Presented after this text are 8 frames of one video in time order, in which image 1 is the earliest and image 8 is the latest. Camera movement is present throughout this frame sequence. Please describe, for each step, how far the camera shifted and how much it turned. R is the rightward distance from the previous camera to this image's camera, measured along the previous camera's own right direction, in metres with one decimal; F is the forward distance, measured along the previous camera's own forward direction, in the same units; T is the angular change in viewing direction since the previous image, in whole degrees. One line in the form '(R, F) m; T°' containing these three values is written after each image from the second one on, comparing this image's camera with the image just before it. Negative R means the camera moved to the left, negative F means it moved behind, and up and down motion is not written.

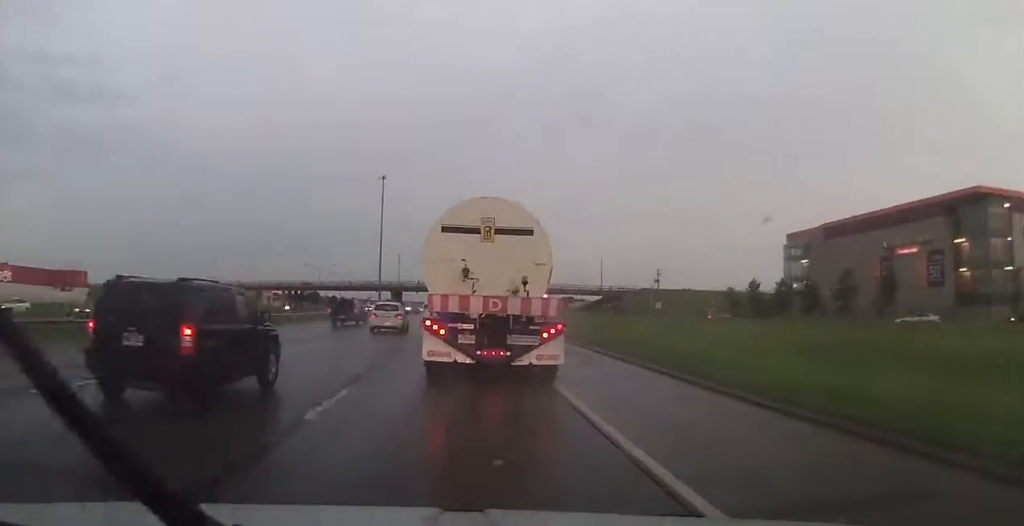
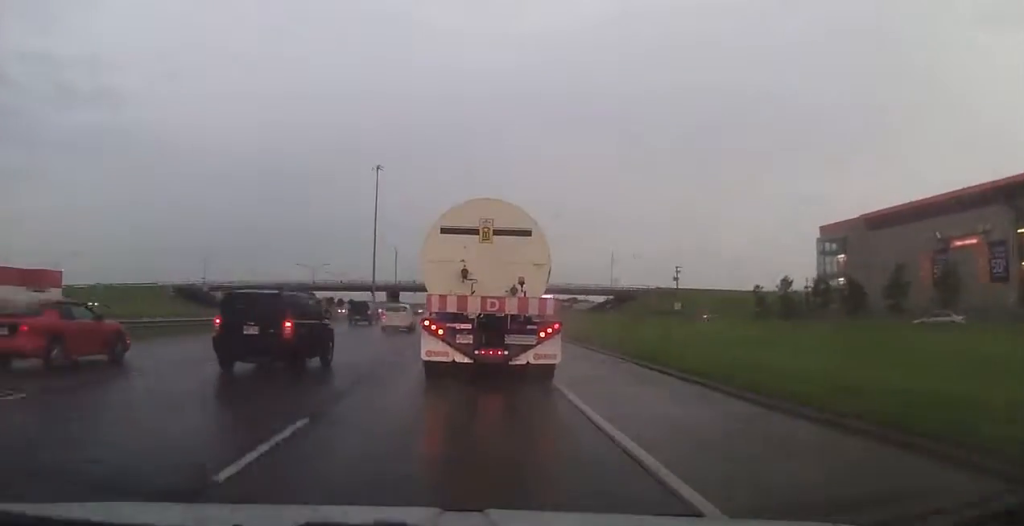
(-0.1, +12.0) m; -1°
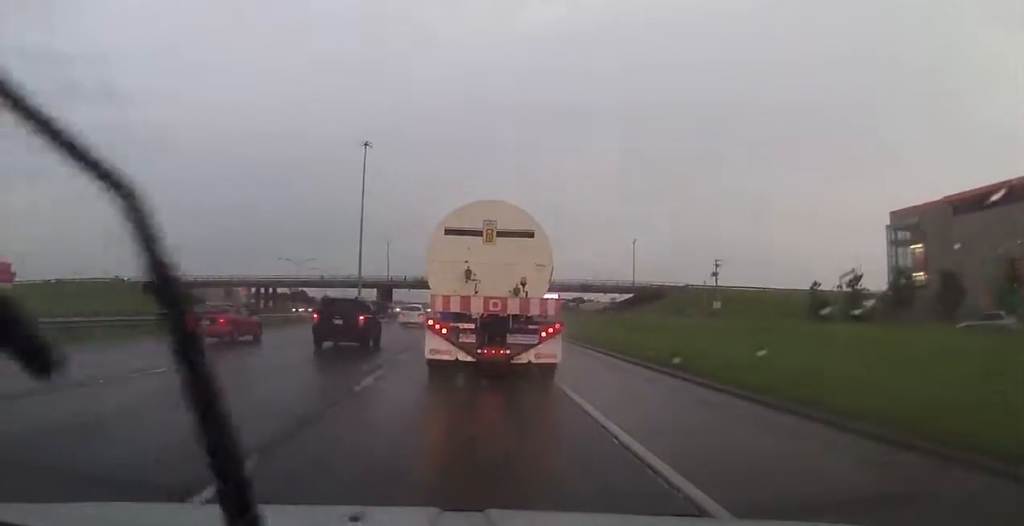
(-0.3, +20.3) m; 0°
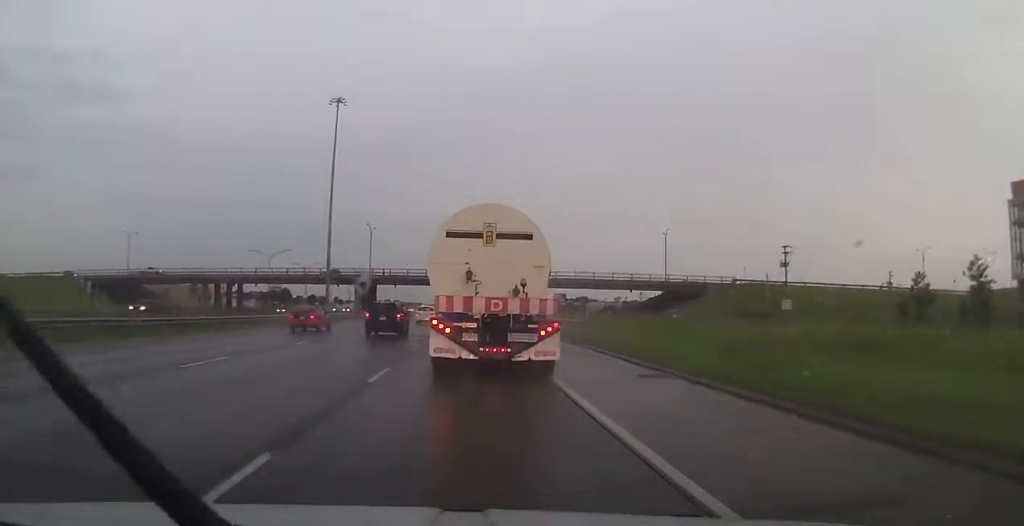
(+0.5, +26.0) m; 0°
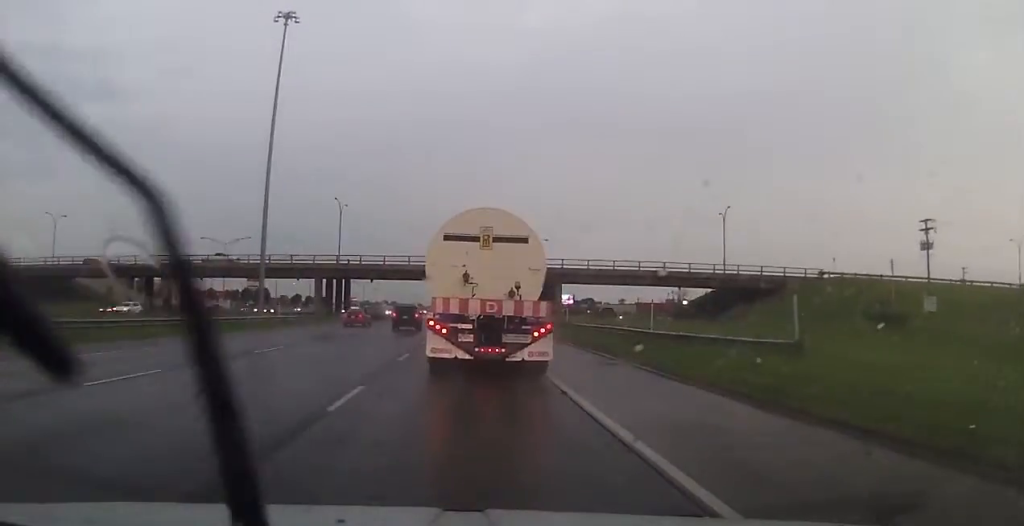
(-0.6, +30.0) m; 0°
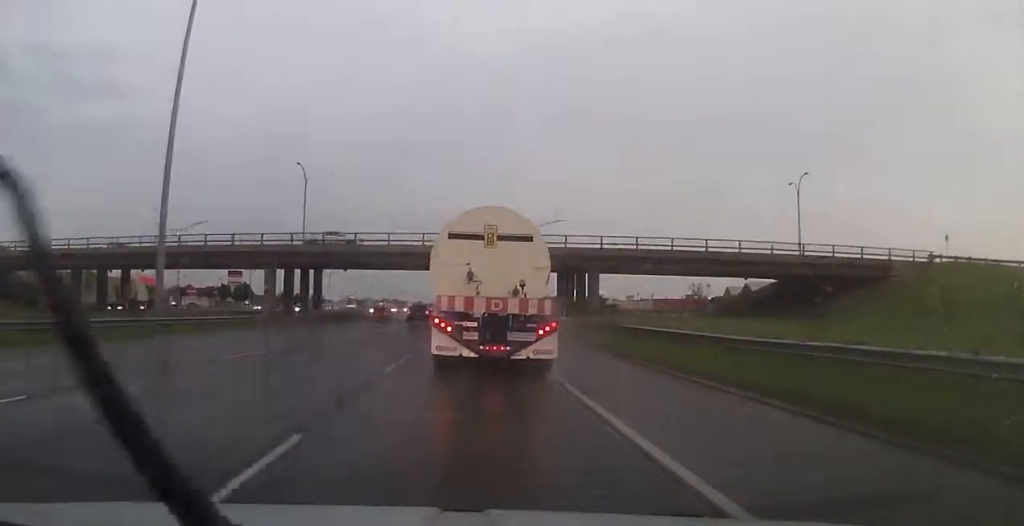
(+0.4, +22.7) m; 0°
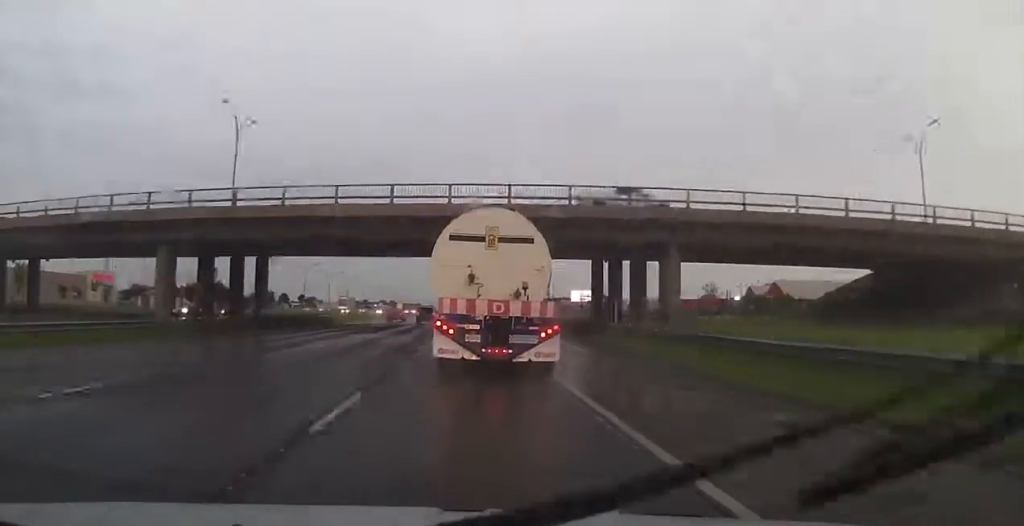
(-0.5, +23.6) m; -1°
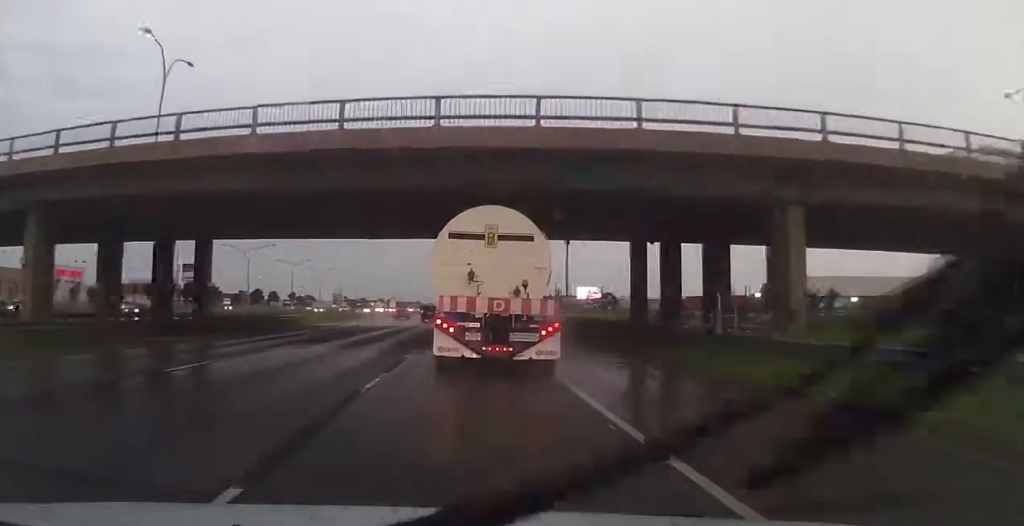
(+0.1, +14.4) m; 0°
